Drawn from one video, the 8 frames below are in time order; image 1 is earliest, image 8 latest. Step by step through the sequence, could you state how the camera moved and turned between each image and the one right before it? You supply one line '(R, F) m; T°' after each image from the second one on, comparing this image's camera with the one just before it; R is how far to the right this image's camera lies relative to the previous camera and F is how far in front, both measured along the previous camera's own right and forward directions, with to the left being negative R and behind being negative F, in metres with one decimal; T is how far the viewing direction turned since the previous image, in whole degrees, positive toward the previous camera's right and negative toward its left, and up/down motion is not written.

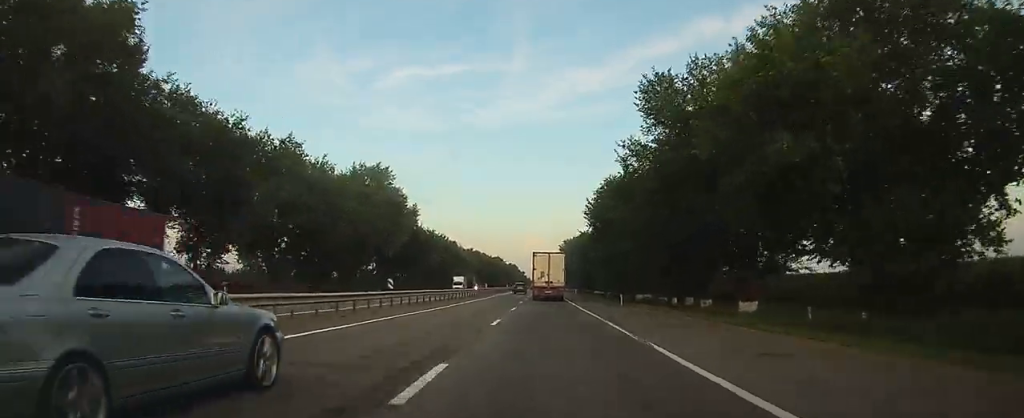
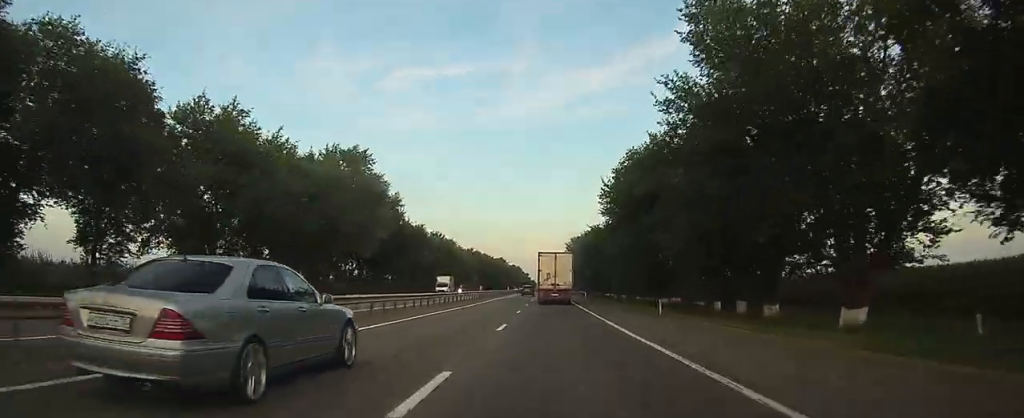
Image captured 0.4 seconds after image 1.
(0.0, +12.7) m; 0°
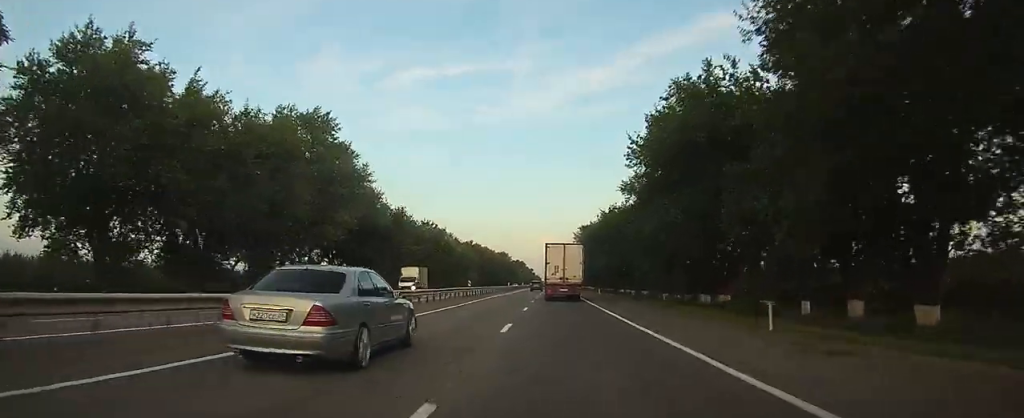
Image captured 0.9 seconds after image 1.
(0.0, +14.5) m; 0°
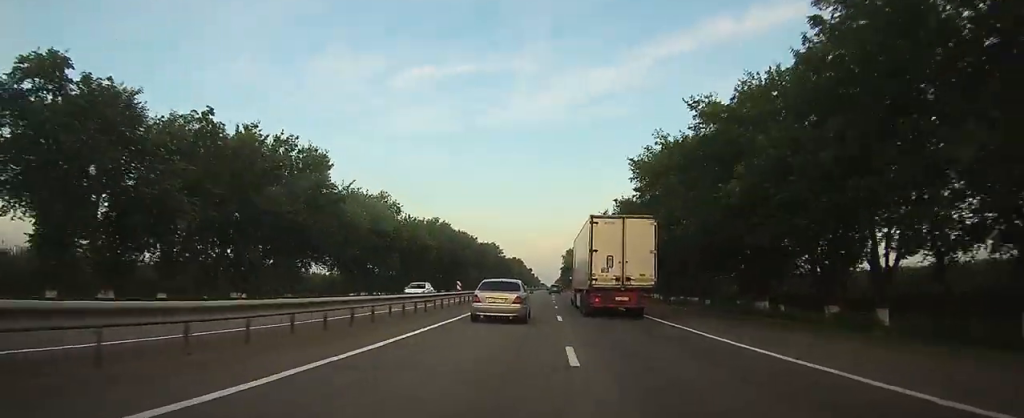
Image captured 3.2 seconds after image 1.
(-1.1, +64.9) m; -1°
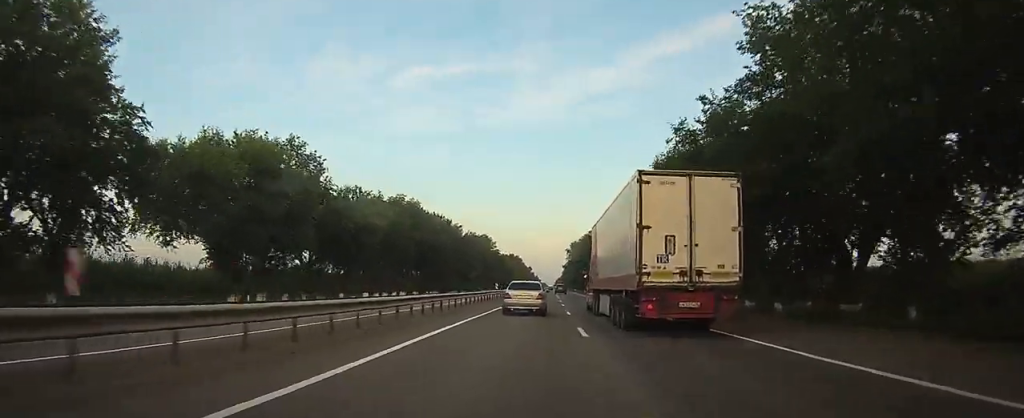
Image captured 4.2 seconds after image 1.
(+0.1, +30.4) m; 0°
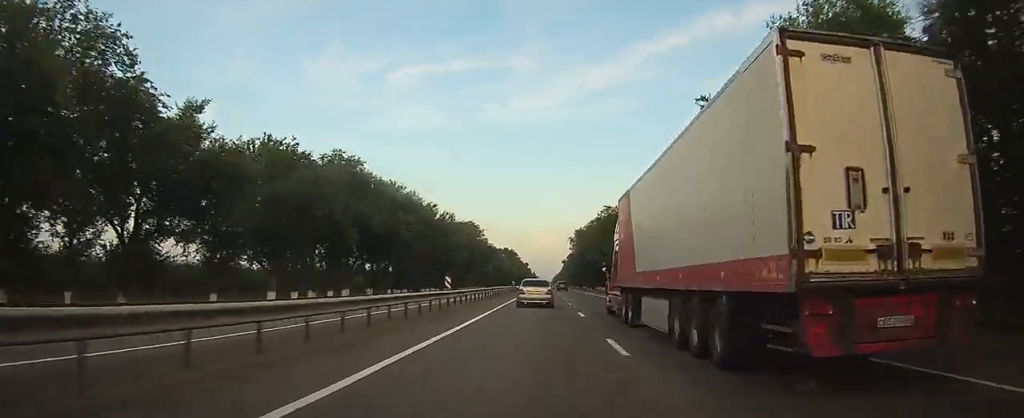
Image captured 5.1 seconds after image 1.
(0.0, +27.9) m; 0°
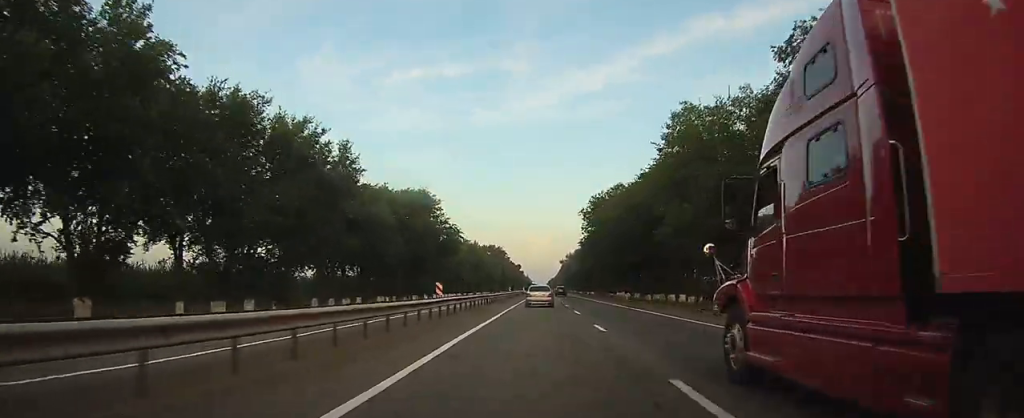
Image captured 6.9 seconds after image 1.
(+0.4, +52.7) m; +1°
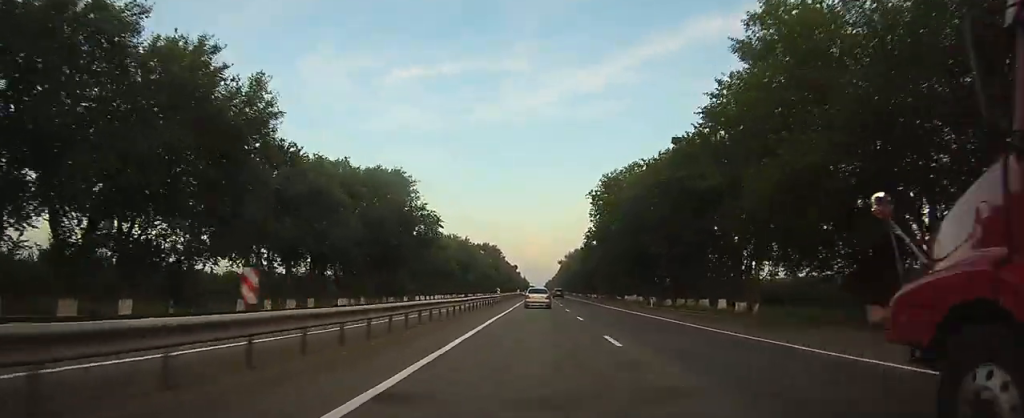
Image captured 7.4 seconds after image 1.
(0.0, +15.4) m; 0°
